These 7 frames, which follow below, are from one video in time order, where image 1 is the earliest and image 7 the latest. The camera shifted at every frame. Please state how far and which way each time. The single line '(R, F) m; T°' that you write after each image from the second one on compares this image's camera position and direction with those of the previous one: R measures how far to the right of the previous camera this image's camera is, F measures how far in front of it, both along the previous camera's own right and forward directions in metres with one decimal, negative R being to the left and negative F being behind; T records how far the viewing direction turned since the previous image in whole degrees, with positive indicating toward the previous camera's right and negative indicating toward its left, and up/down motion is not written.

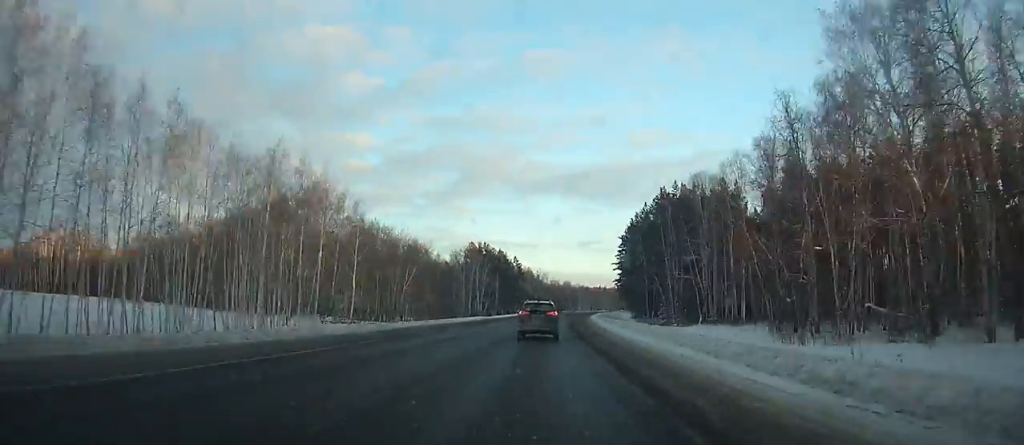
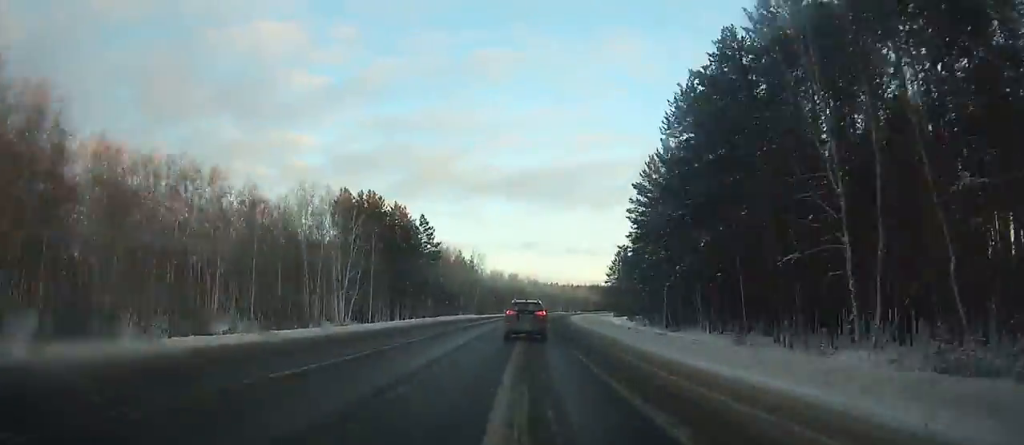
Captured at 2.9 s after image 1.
(+2.6, +79.3) m; +4°
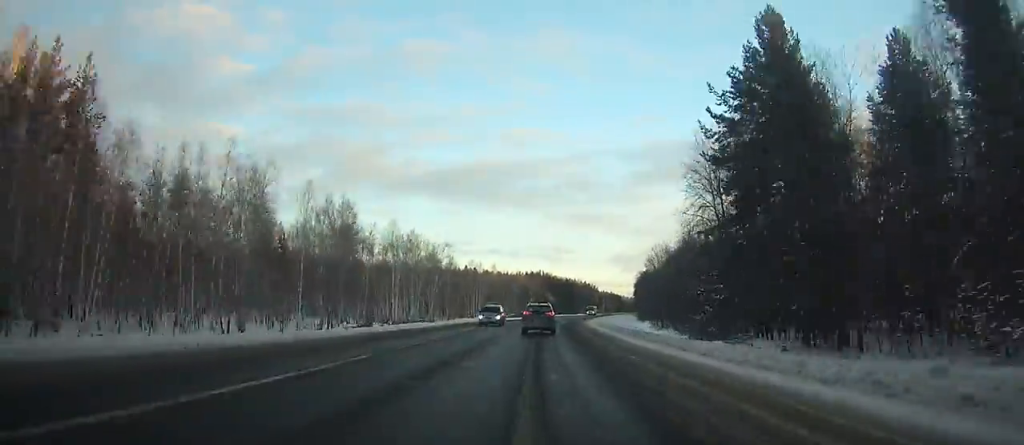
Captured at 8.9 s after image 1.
(+12.0, +160.5) m; +9°
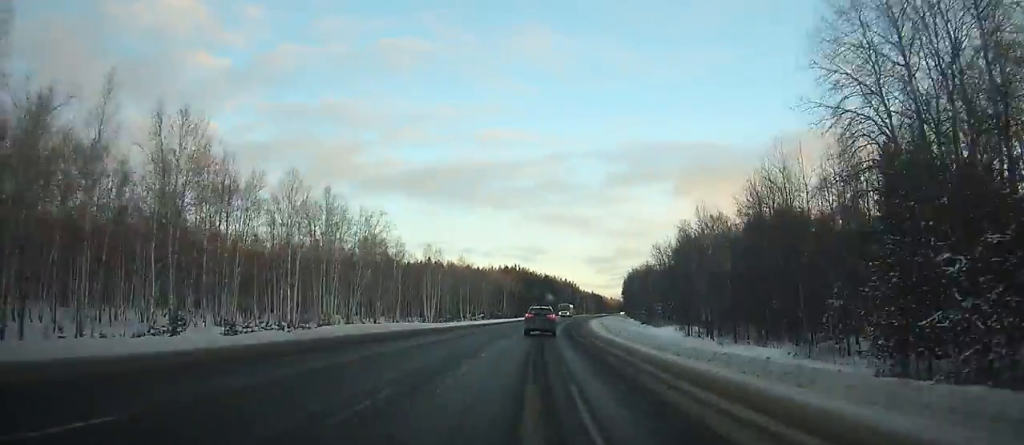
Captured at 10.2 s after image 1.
(+0.1, +34.8) m; +2°
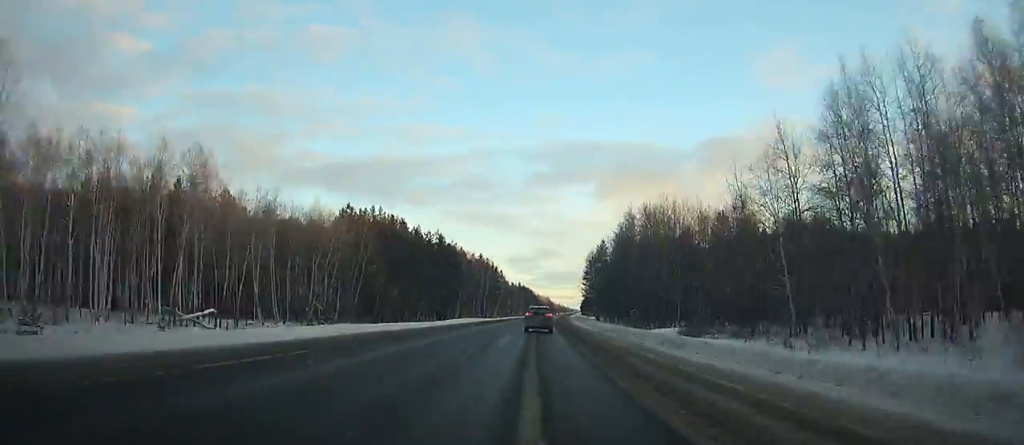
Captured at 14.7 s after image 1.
(+8.6, +122.4) m; +7°
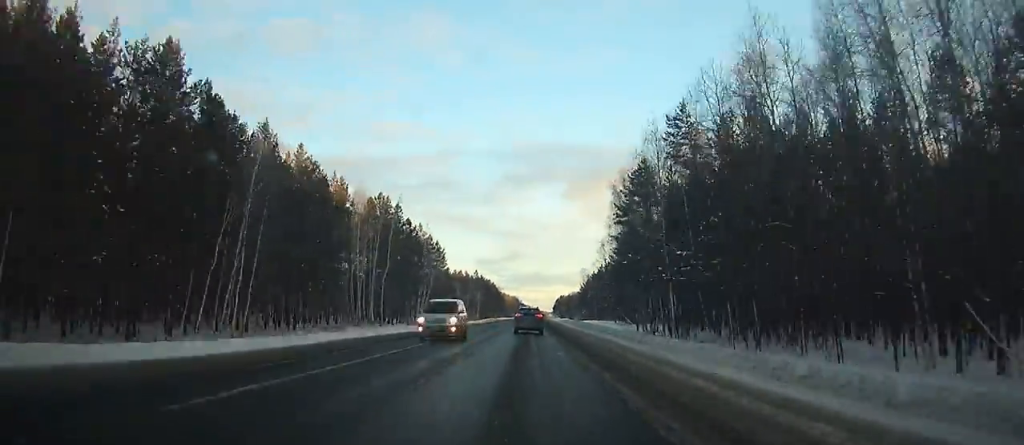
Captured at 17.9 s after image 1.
(+3.2, +89.8) m; +3°
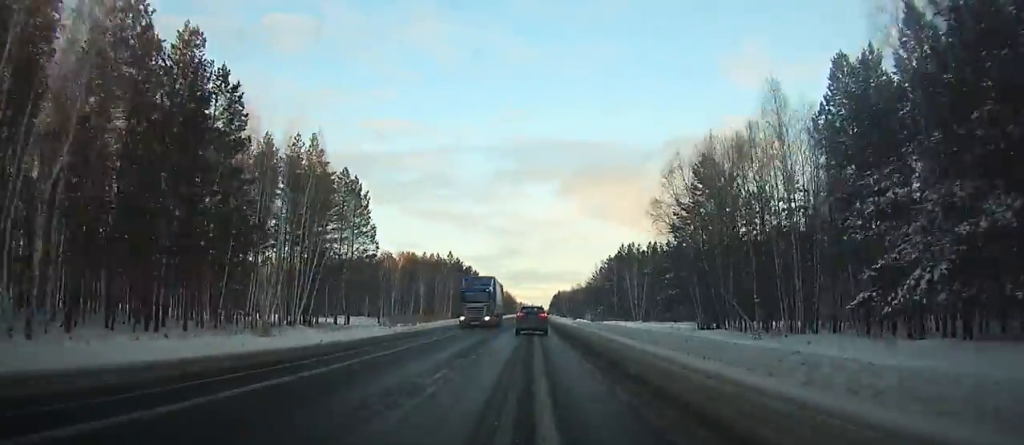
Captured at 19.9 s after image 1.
(+0.7, +56.9) m; +1°
